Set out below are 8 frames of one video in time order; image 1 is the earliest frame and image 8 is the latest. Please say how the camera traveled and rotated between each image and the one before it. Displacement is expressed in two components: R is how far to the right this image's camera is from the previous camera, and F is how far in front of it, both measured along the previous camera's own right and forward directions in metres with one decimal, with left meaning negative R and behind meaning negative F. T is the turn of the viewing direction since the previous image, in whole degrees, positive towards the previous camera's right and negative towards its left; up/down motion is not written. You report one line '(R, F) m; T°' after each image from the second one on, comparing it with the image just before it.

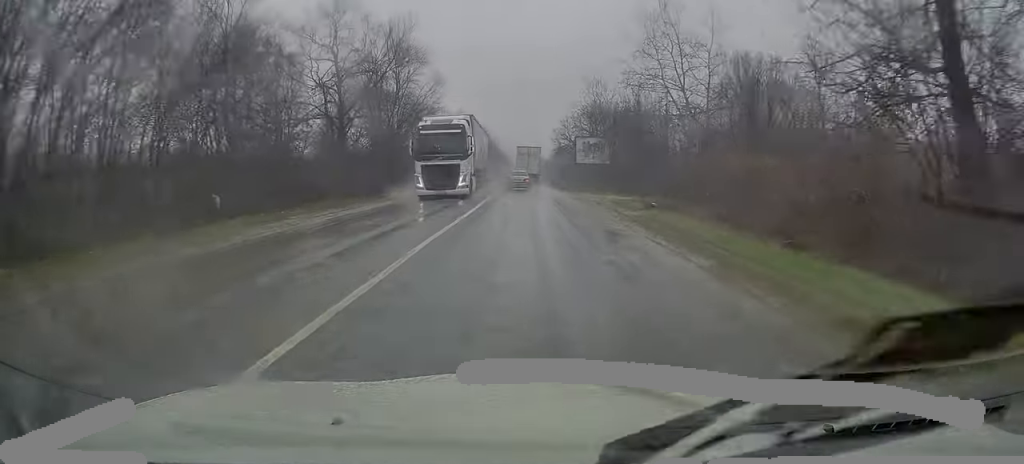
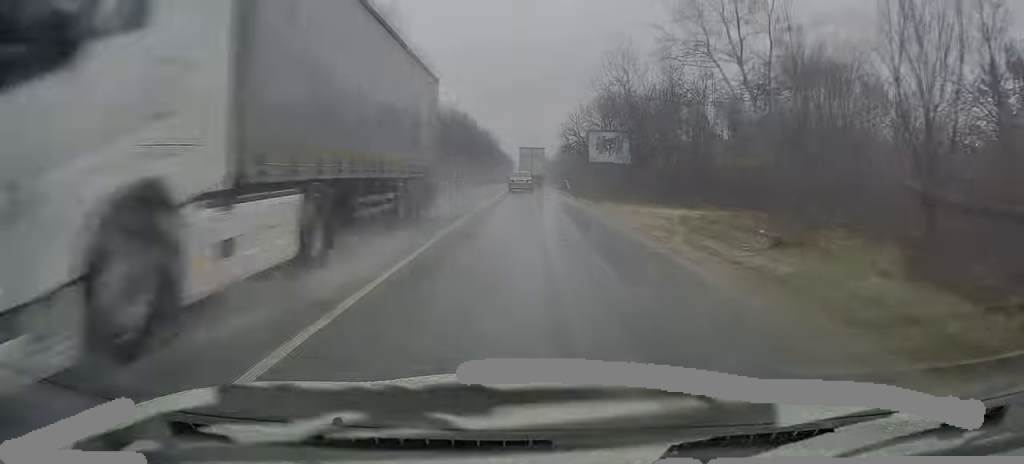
(+0.1, +12.3) m; +1°
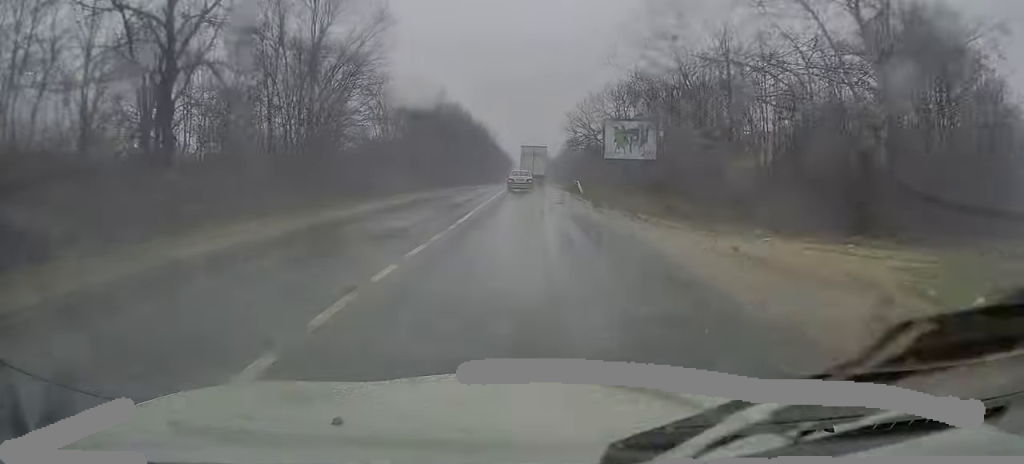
(+0.2, +12.9) m; +1°
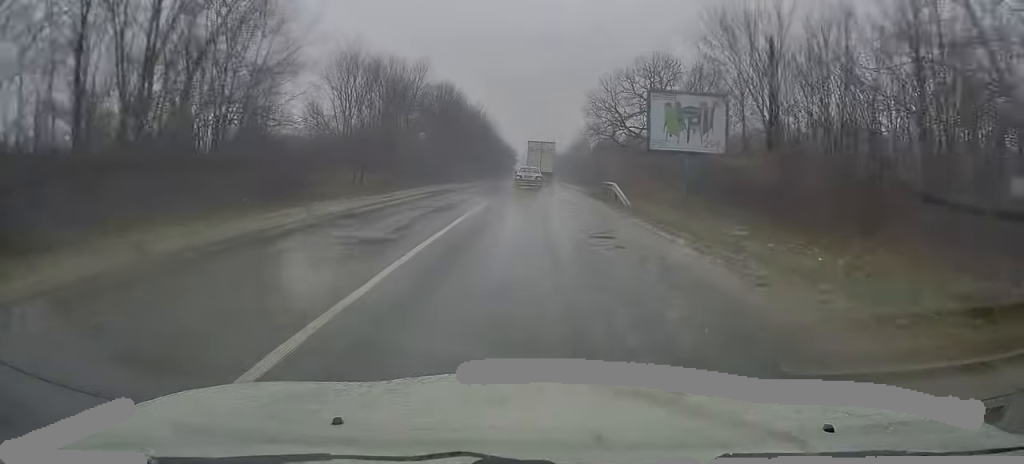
(+0.2, +16.6) m; 0°
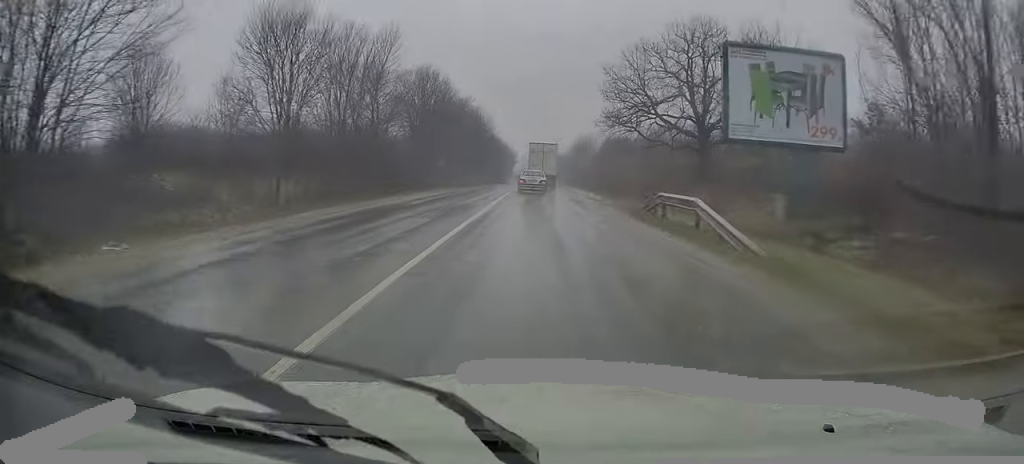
(-0.3, +13.4) m; -1°
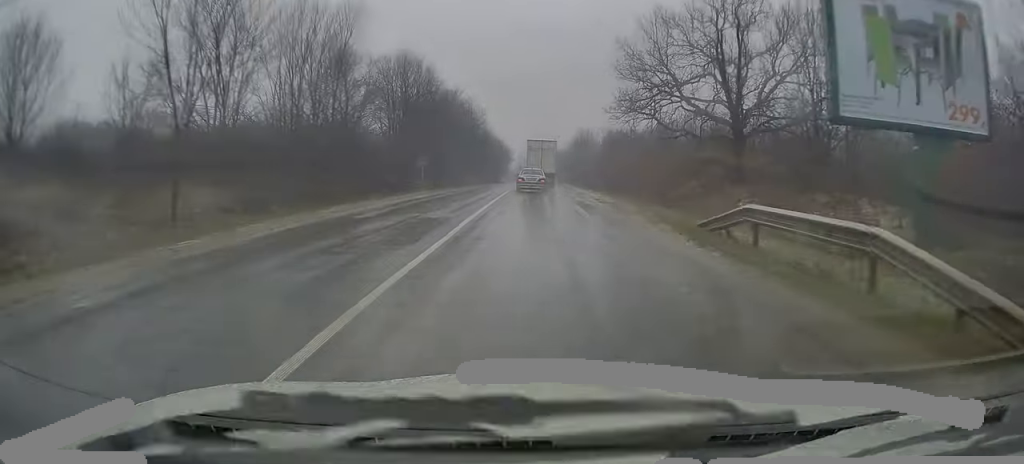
(0.0, +7.8) m; 0°
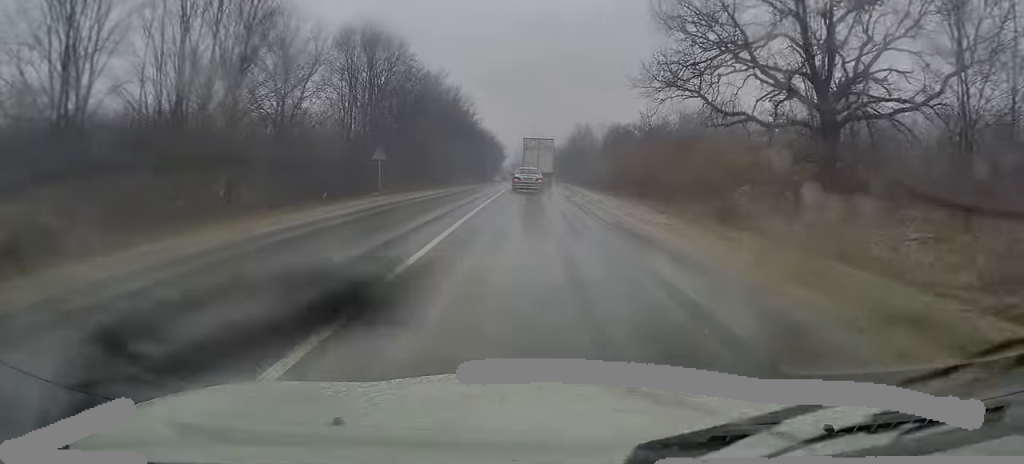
(0.0, +11.3) m; +1°
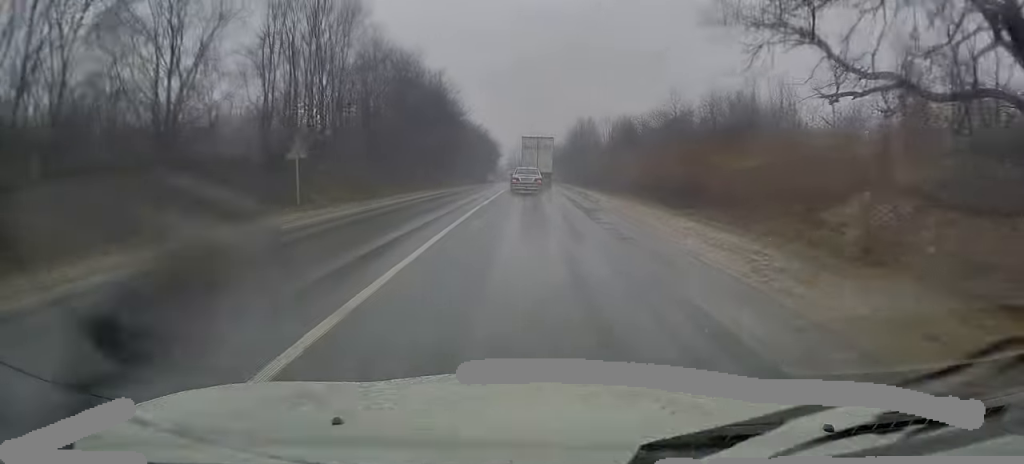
(+0.2, +11.8) m; 0°
